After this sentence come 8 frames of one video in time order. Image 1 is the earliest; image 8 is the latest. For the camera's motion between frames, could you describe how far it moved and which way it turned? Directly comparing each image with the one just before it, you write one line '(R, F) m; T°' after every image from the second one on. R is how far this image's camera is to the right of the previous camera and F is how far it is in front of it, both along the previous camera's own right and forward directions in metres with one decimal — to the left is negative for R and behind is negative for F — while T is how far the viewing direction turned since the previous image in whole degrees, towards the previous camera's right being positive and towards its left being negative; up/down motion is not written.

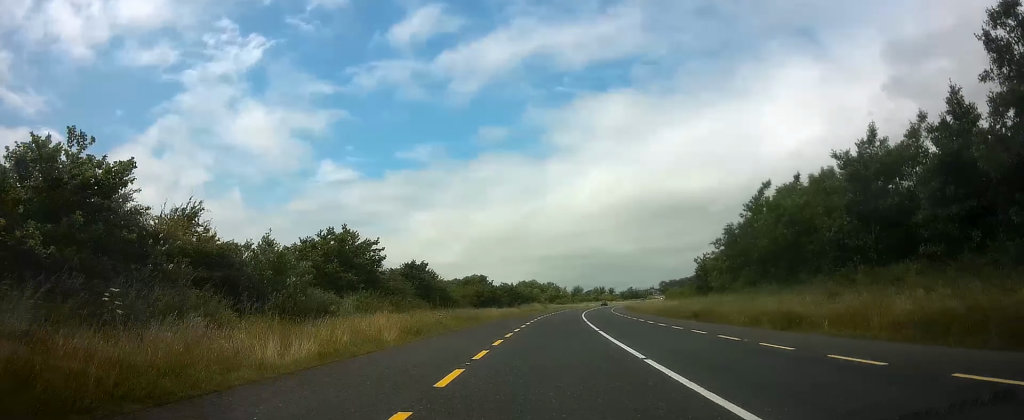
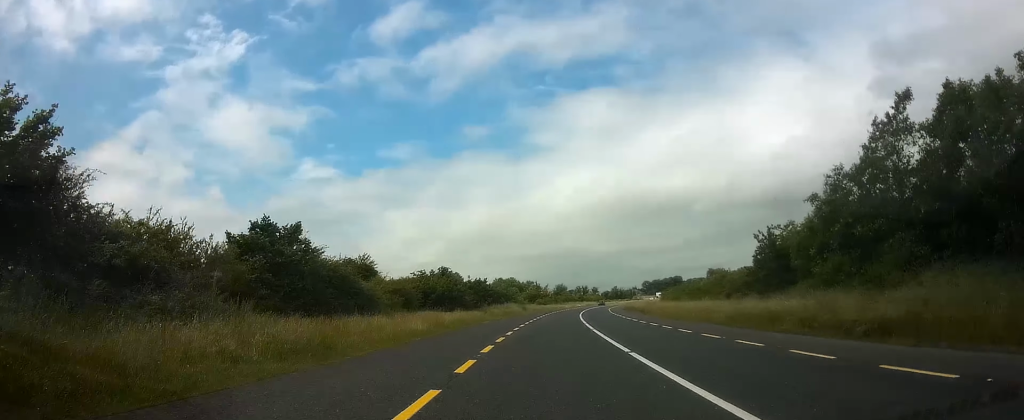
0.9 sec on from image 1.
(+0.2, +22.4) m; +3°
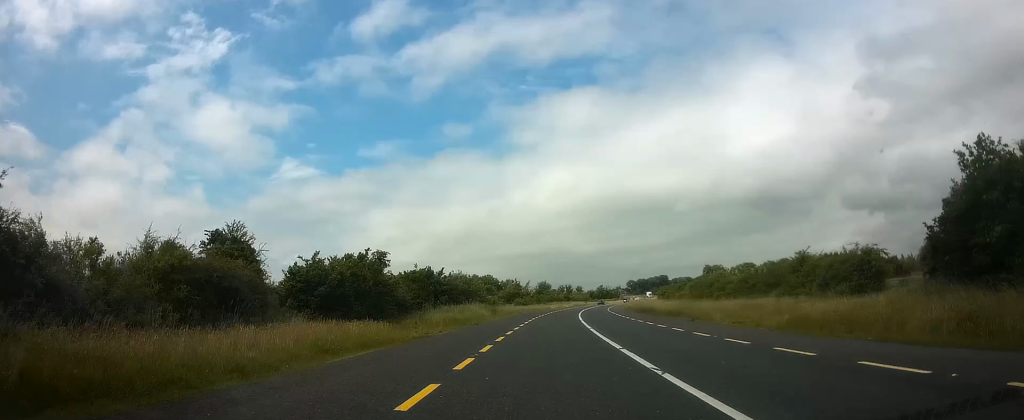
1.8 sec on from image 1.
(+0.8, +23.5) m; +2°
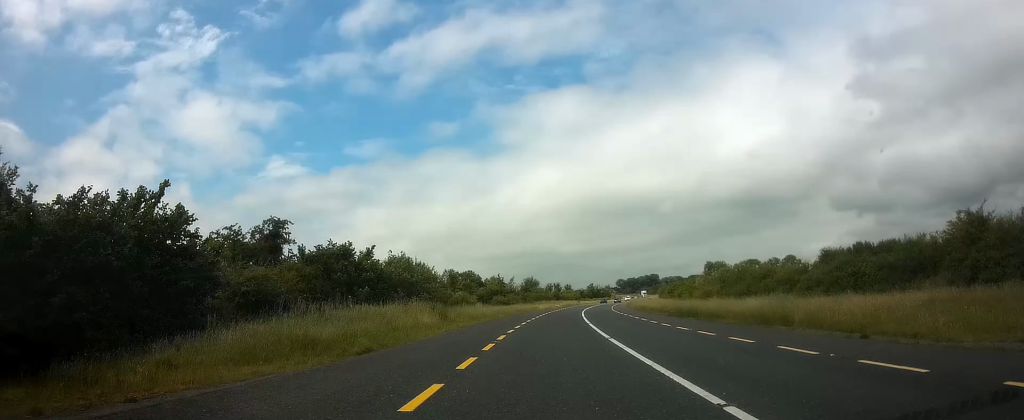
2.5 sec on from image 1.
(+0.3, +20.3) m; +2°
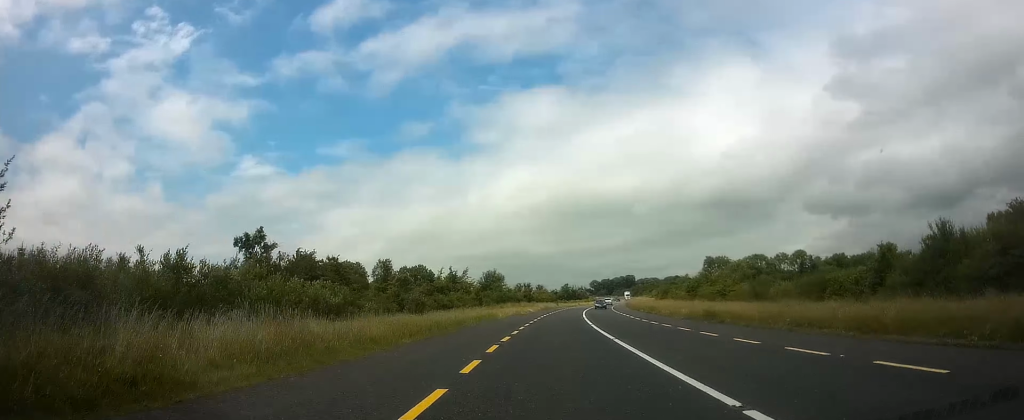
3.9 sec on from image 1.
(+0.7, +36.6) m; +2°
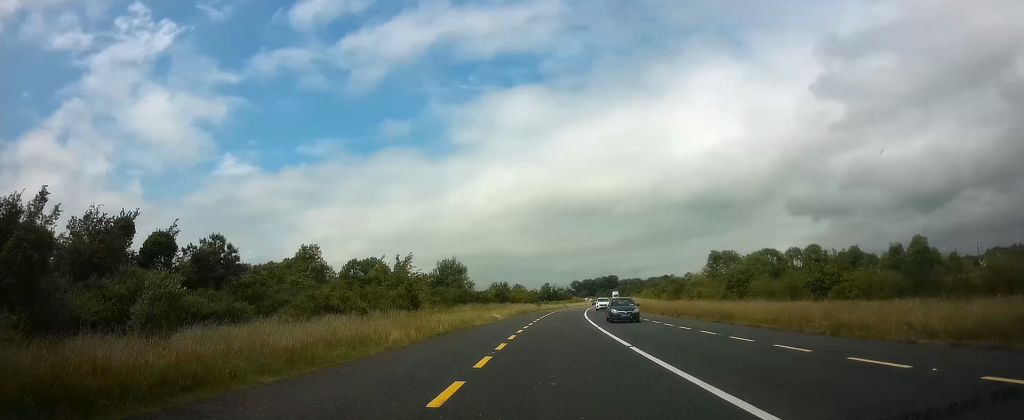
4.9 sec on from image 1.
(+0.4, +27.3) m; +2°
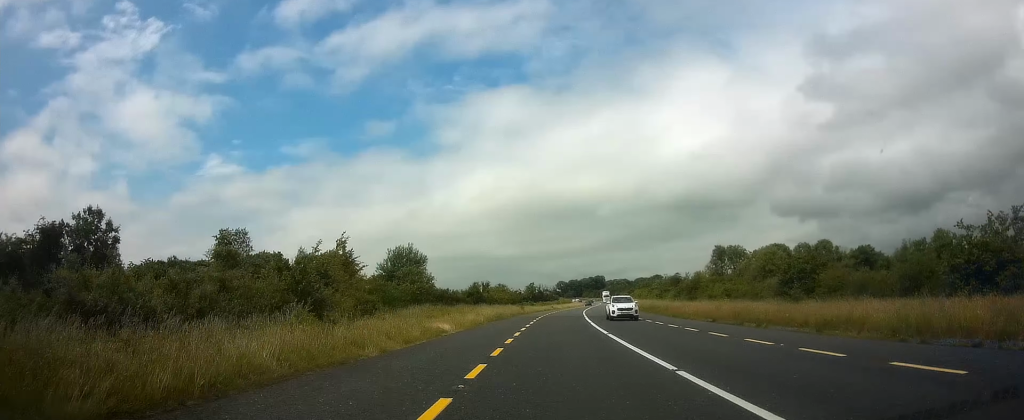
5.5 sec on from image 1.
(+0.3, +17.6) m; +2°
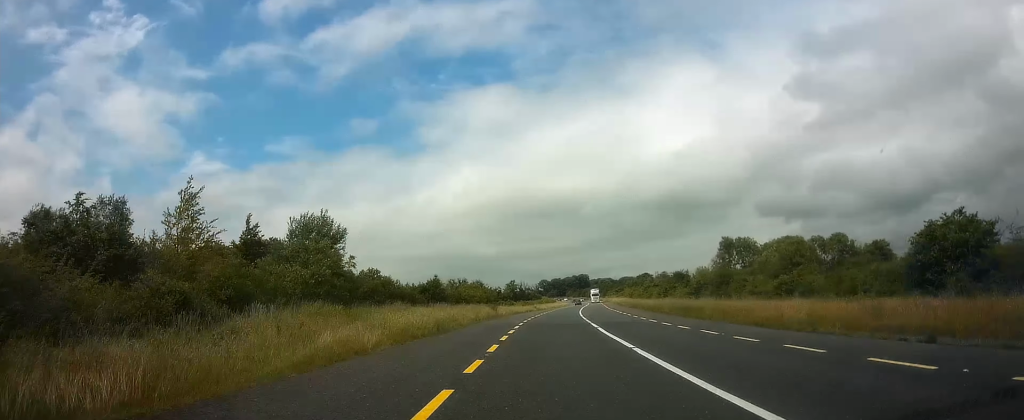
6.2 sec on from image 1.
(+0.3, +19.5) m; +2°
